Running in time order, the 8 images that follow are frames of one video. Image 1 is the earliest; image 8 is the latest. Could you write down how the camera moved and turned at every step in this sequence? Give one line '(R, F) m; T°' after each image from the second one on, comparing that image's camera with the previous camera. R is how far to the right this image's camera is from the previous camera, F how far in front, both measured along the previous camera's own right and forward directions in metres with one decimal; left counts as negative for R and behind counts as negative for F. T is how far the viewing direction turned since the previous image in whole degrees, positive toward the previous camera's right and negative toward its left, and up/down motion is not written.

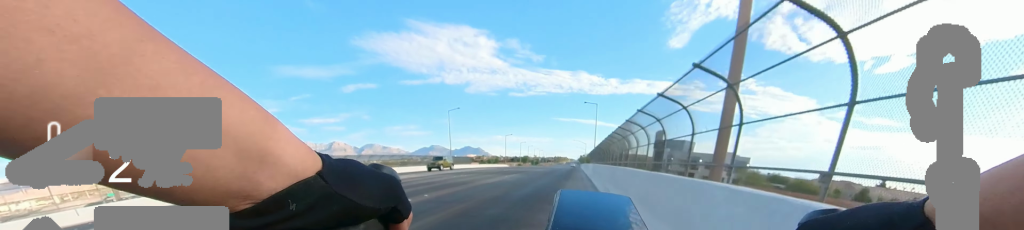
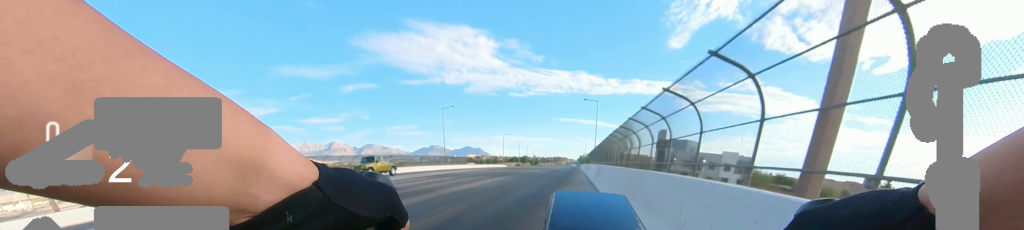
(0.0, +3.1) m; 0°
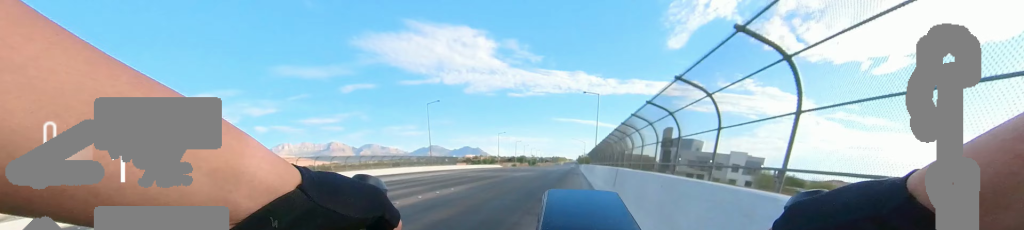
(0.0, +6.0) m; 0°
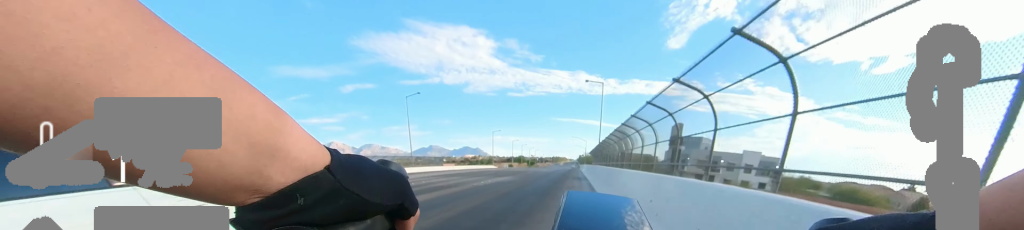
(0.0, +7.3) m; 0°
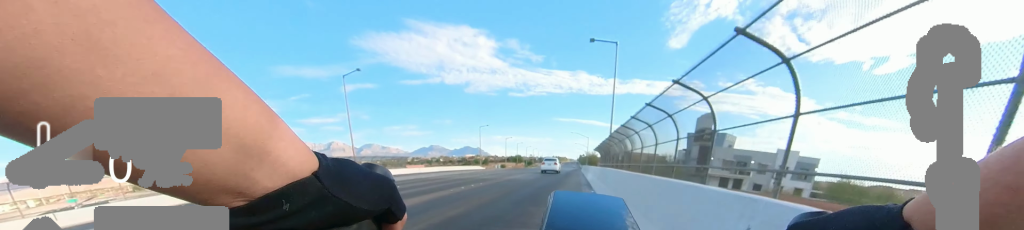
(0.0, +14.5) m; 0°
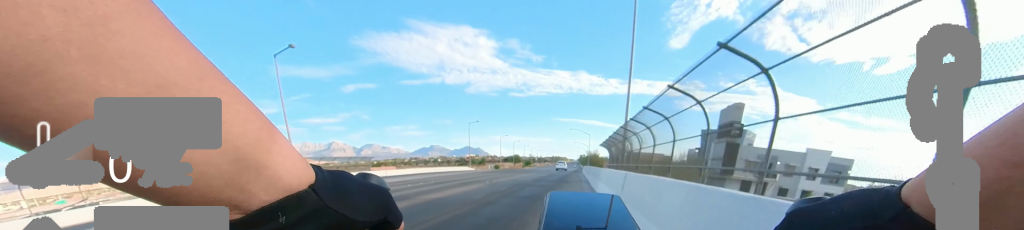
(0.0, +9.4) m; 0°
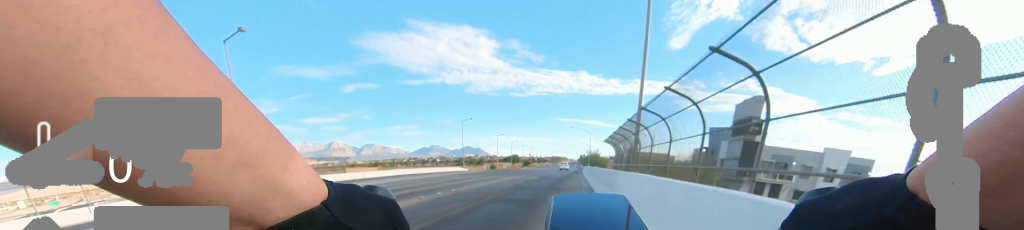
(0.0, +4.7) m; 0°
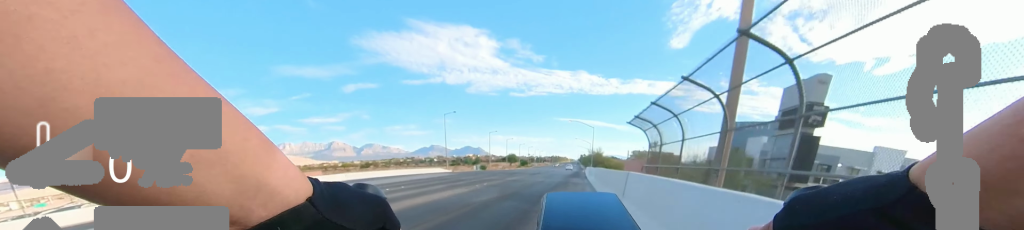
(0.0, +10.5) m; 0°
